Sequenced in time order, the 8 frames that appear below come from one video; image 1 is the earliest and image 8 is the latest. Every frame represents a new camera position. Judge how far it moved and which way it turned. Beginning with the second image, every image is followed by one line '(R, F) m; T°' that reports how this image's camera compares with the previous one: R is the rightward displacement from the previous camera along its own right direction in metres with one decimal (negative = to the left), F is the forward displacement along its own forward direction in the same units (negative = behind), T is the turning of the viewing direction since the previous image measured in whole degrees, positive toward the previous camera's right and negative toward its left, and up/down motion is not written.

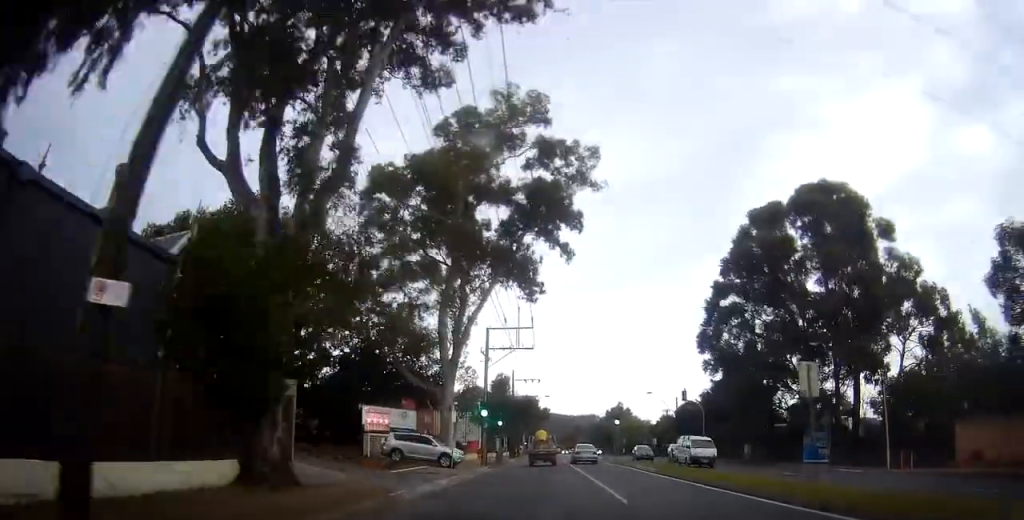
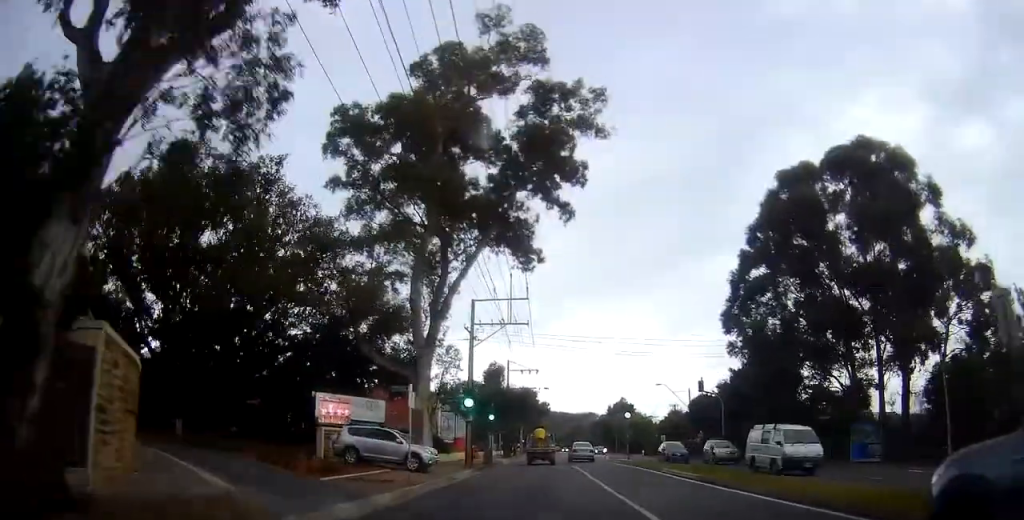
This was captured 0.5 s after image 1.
(+0.4, +7.3) m; 0°
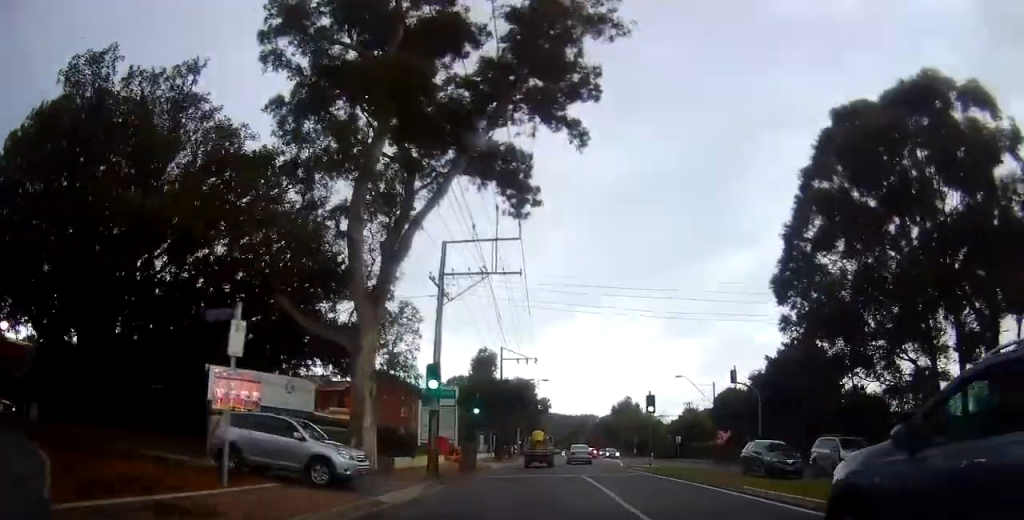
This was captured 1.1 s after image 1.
(-0.6, +9.8) m; 0°
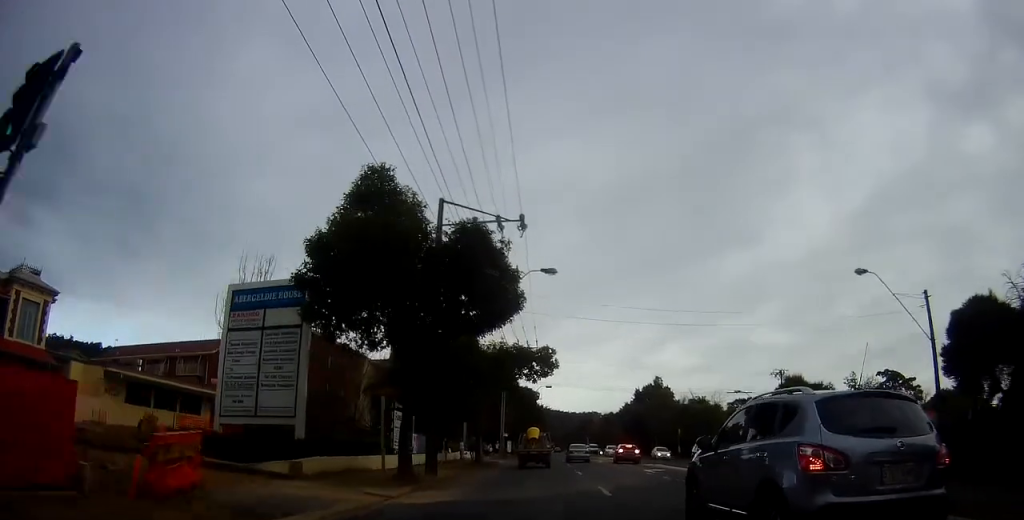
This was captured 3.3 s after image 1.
(+0.6, +34.2) m; -1°
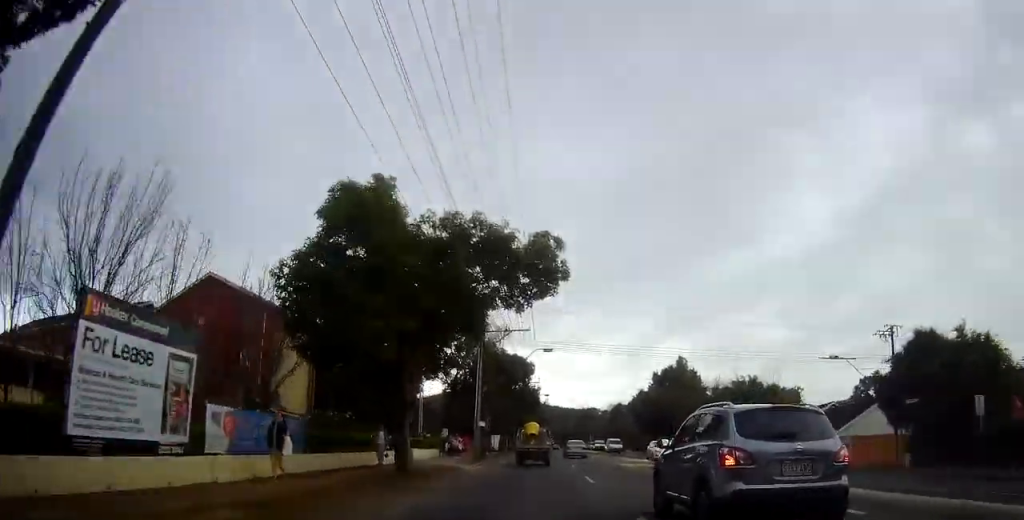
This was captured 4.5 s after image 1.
(-0.4, +19.2) m; +1°
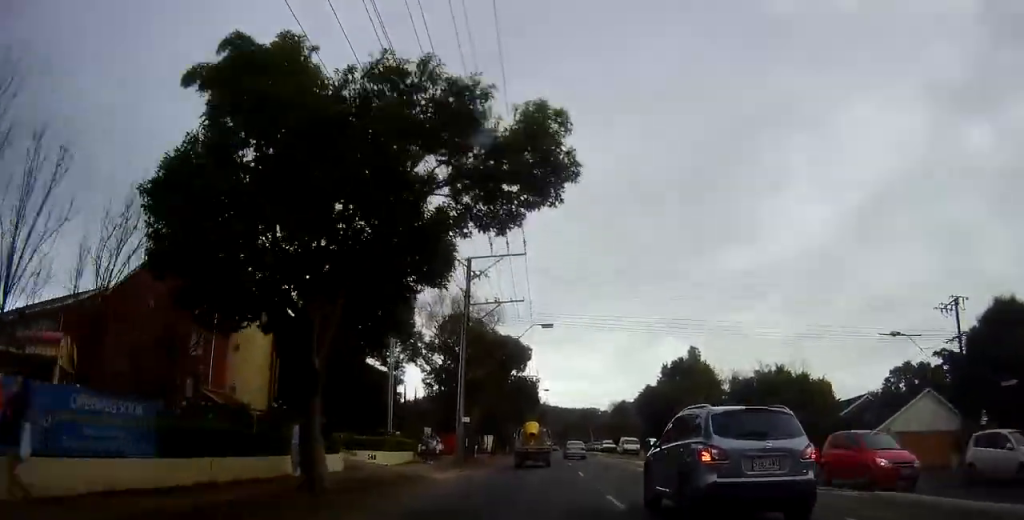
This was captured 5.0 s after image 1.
(+0.4, +7.2) m; 0°
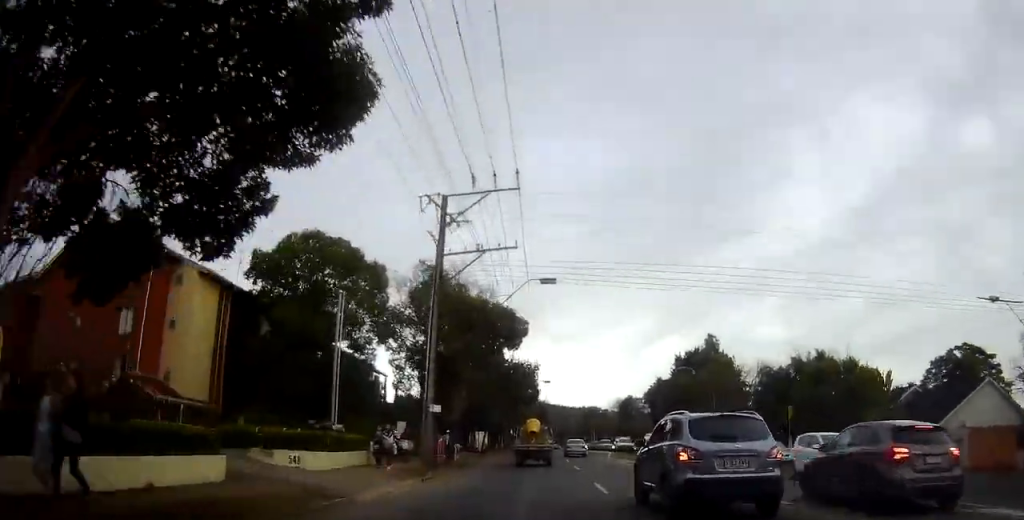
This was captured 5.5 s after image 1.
(+0.3, +8.2) m; 0°
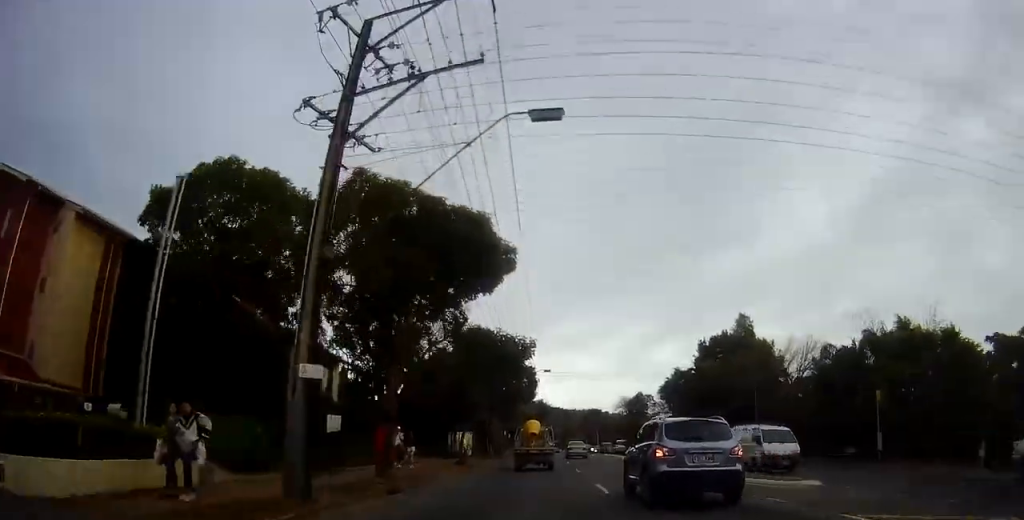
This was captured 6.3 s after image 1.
(-0.7, +11.6) m; -1°
